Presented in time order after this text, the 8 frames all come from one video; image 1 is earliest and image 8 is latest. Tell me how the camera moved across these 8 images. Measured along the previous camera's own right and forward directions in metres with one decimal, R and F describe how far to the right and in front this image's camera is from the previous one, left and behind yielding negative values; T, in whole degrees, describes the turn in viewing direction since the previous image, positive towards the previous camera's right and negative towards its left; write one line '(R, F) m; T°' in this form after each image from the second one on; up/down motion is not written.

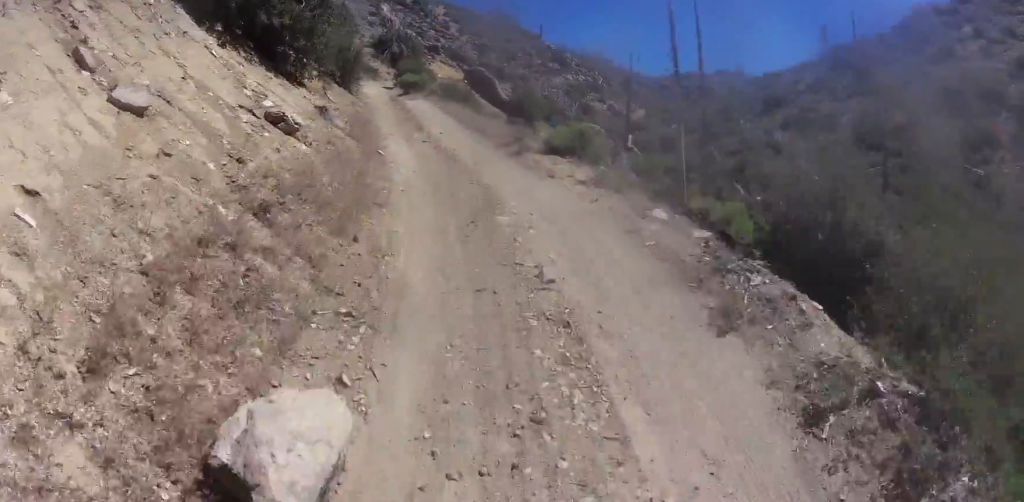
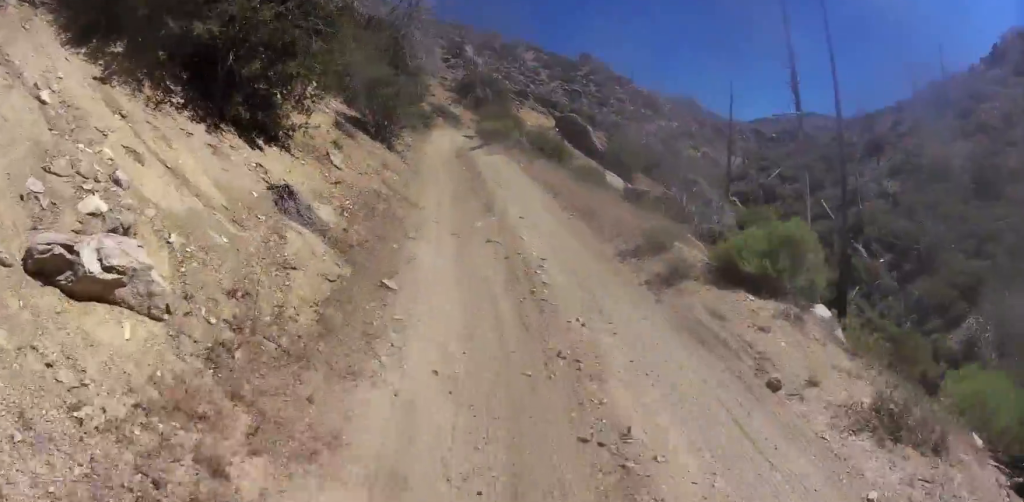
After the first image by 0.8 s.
(+0.1, +6.8) m; -1°
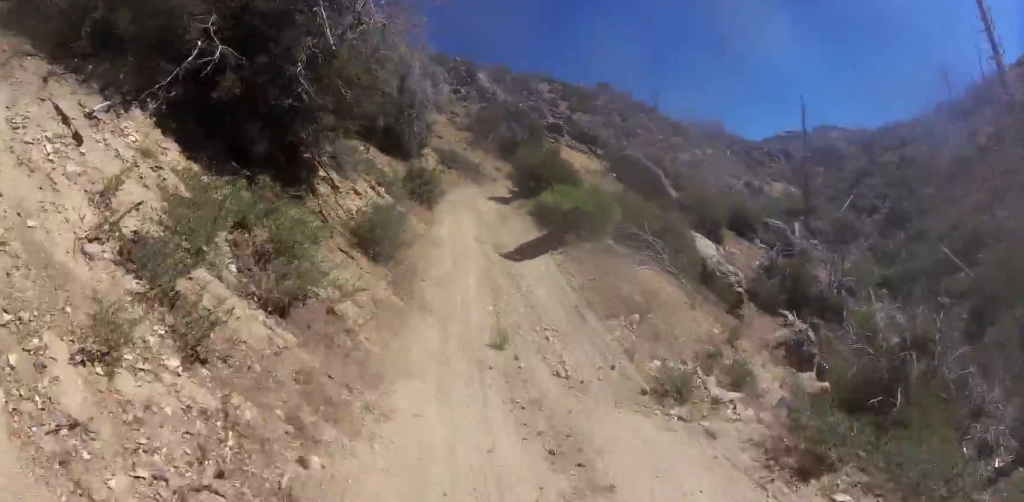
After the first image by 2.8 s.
(-0.4, +16.9) m; +1°
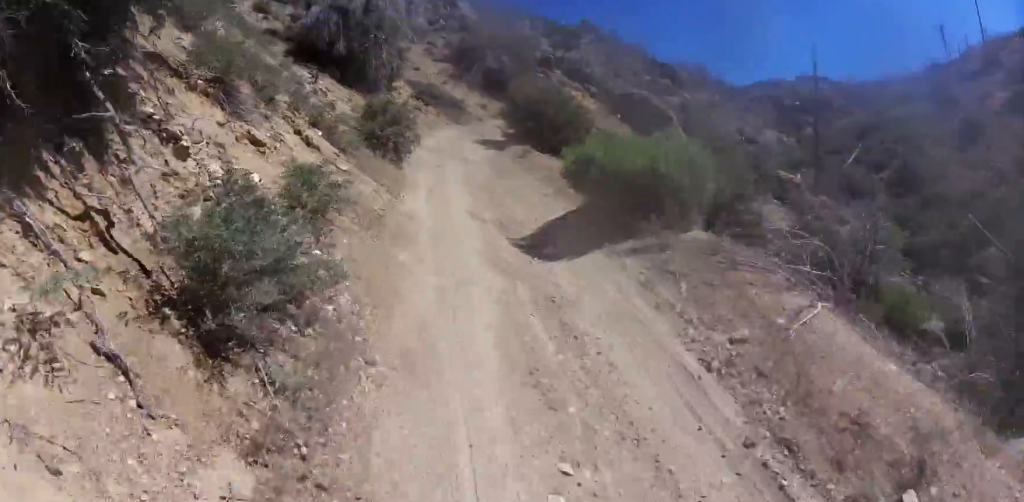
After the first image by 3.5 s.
(+0.3, +5.8) m; 0°
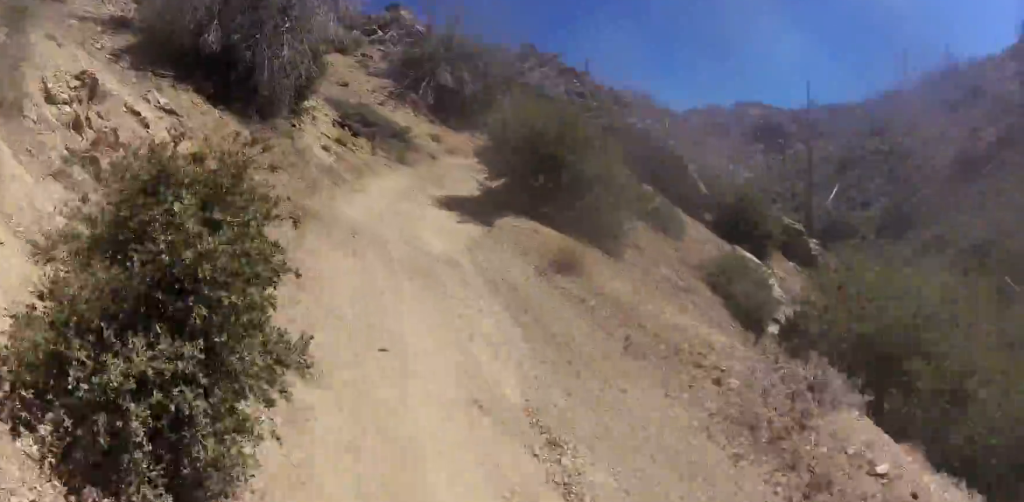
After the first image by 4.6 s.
(-0.3, +9.4) m; 0°
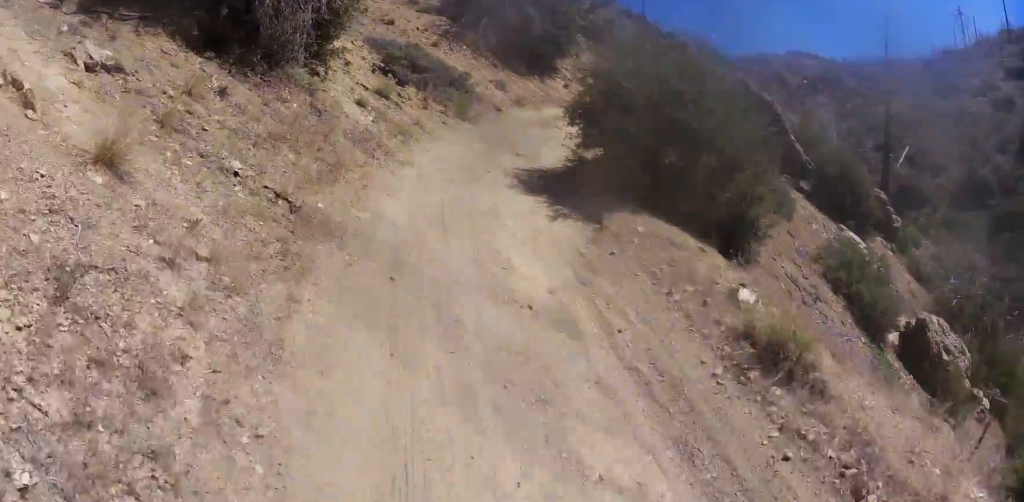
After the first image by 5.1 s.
(+0.2, +4.3) m; 0°
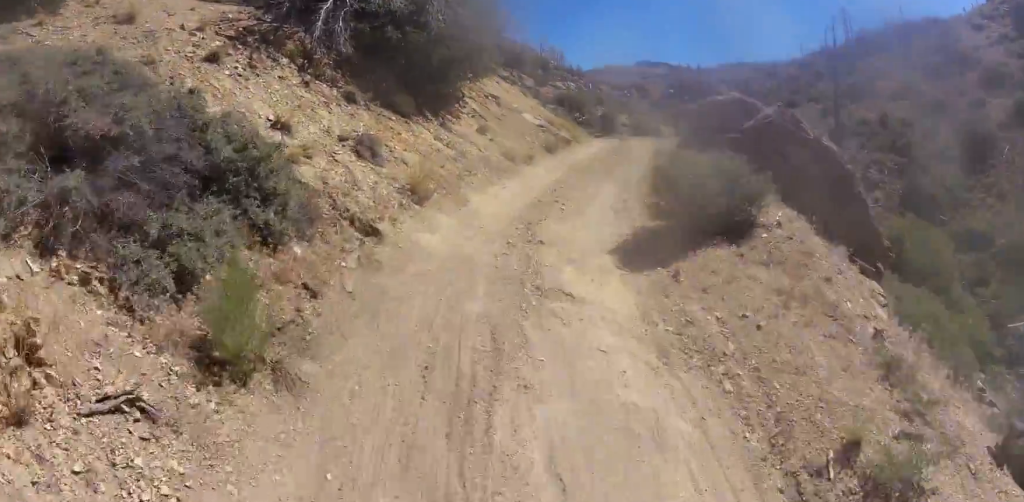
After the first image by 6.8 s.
(+0.9, +12.9) m; +18°
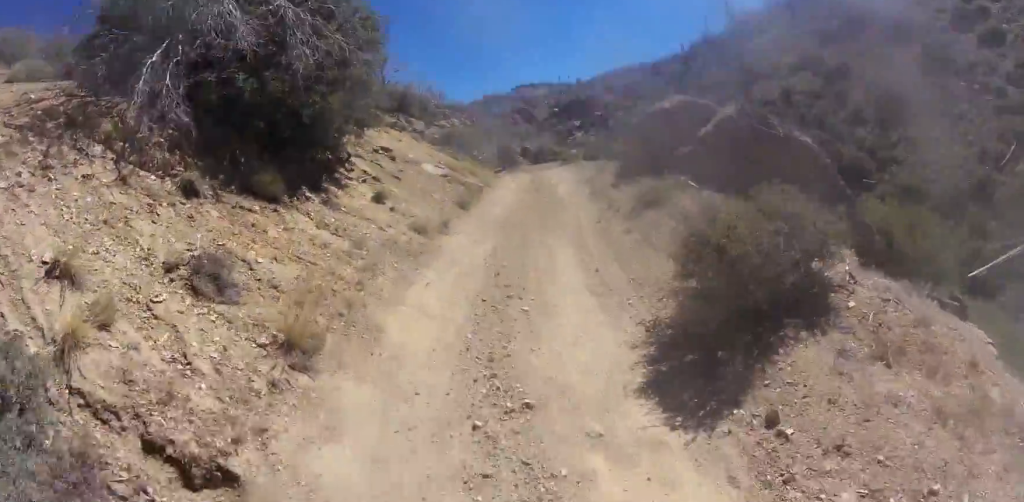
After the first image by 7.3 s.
(+0.8, +3.0) m; +6°
